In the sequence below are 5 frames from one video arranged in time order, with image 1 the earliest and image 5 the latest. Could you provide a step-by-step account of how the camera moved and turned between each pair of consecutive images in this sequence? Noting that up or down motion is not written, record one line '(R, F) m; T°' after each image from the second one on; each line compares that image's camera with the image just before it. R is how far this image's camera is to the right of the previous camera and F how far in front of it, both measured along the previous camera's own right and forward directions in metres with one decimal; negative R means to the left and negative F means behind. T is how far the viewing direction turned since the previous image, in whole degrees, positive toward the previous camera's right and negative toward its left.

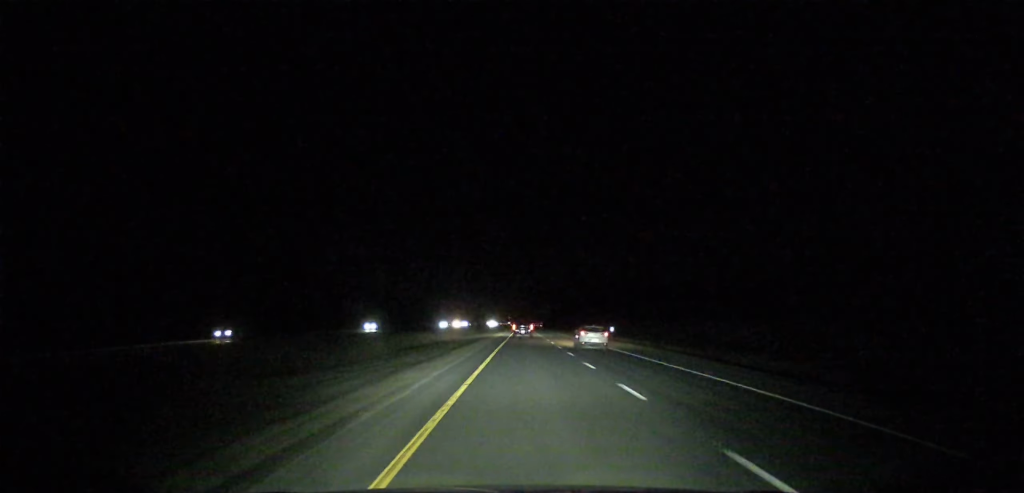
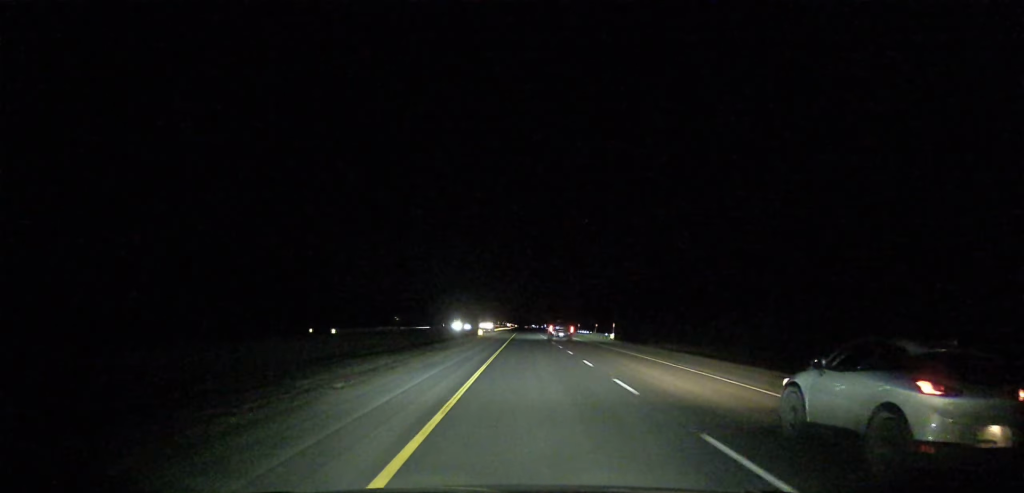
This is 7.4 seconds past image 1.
(-0.2, +274.3) m; 0°
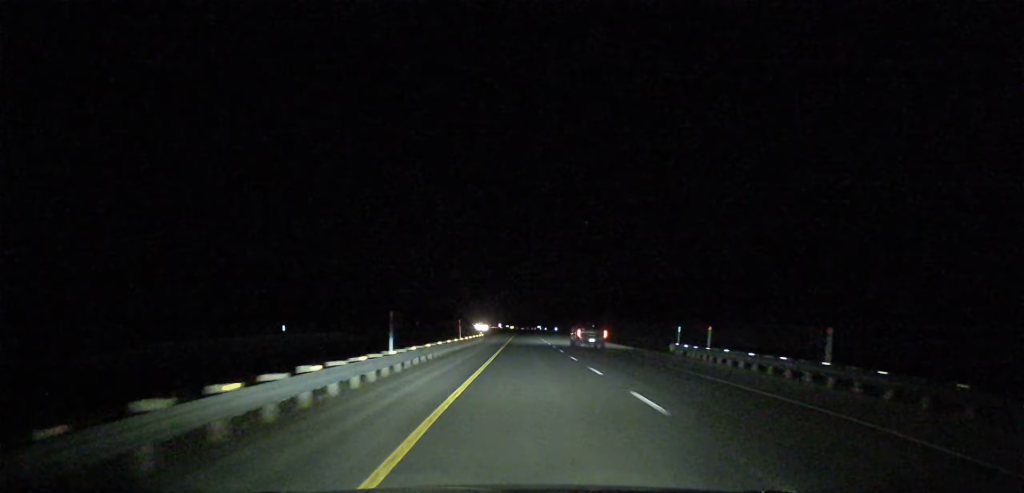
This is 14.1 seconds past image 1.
(+0.2, +248.6) m; 0°
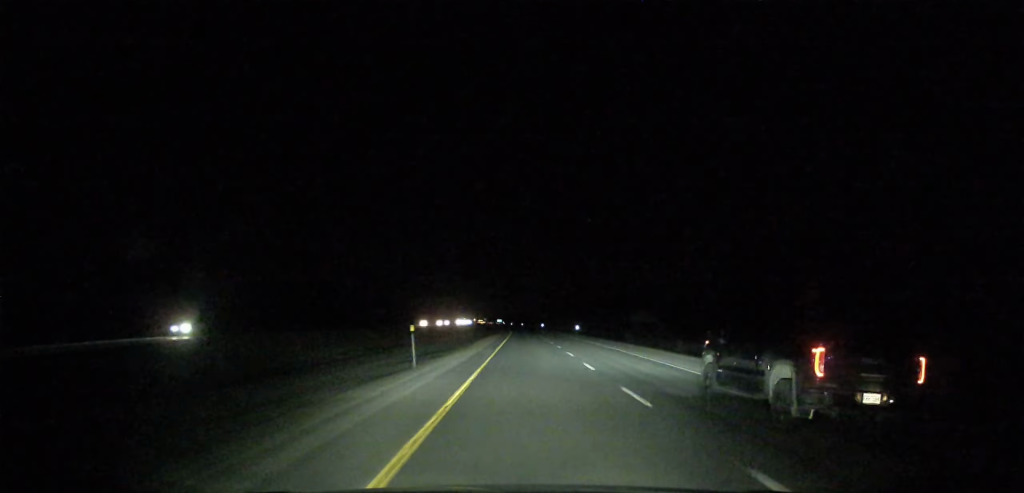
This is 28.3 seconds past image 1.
(+0.2, +533.4) m; -1°
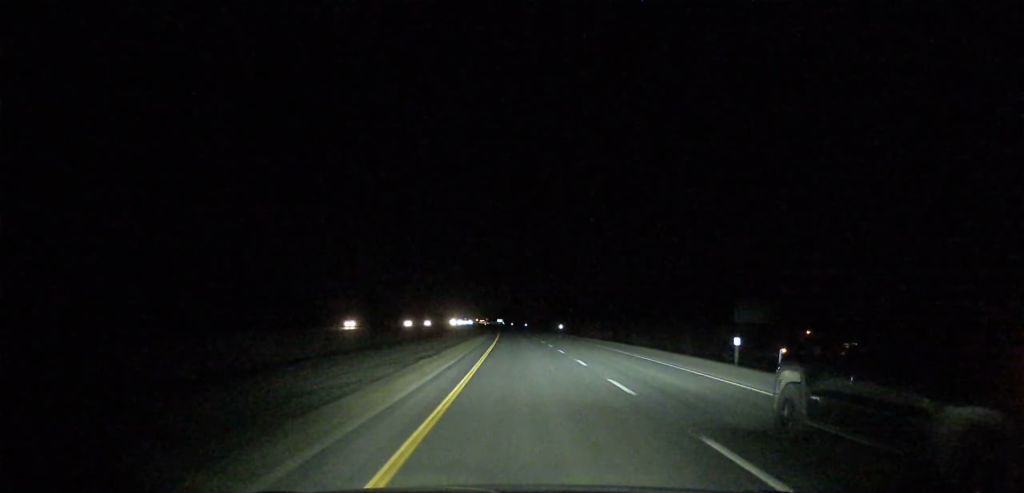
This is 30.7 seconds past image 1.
(-1.6, +90.0) m; -1°
